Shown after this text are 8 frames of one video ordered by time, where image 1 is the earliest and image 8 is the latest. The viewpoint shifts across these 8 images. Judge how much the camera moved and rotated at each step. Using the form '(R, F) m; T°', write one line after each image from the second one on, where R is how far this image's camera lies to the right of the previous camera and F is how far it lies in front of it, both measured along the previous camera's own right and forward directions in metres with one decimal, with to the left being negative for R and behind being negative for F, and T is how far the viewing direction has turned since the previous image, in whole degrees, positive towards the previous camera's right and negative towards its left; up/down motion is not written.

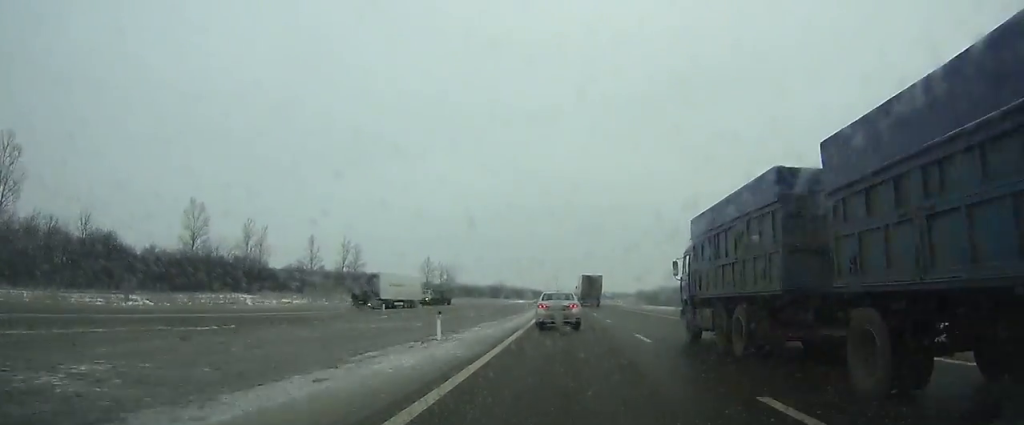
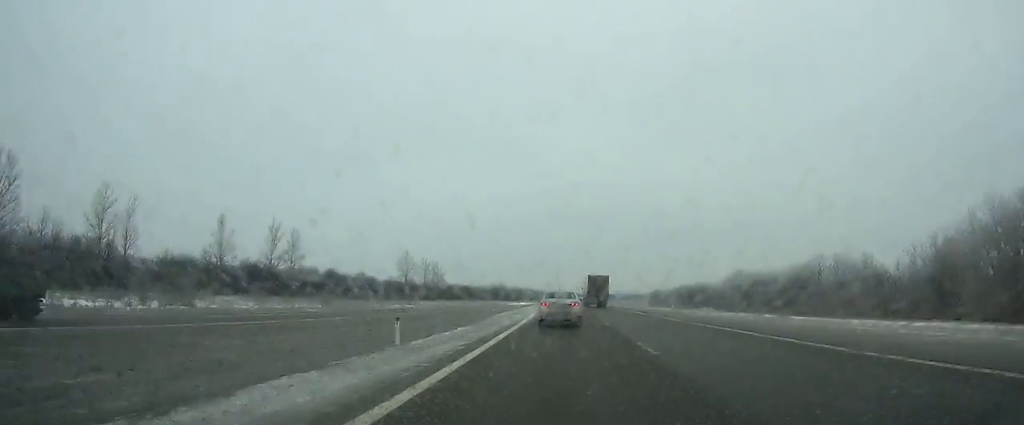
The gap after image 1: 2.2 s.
(-0.5, +55.2) m; 0°
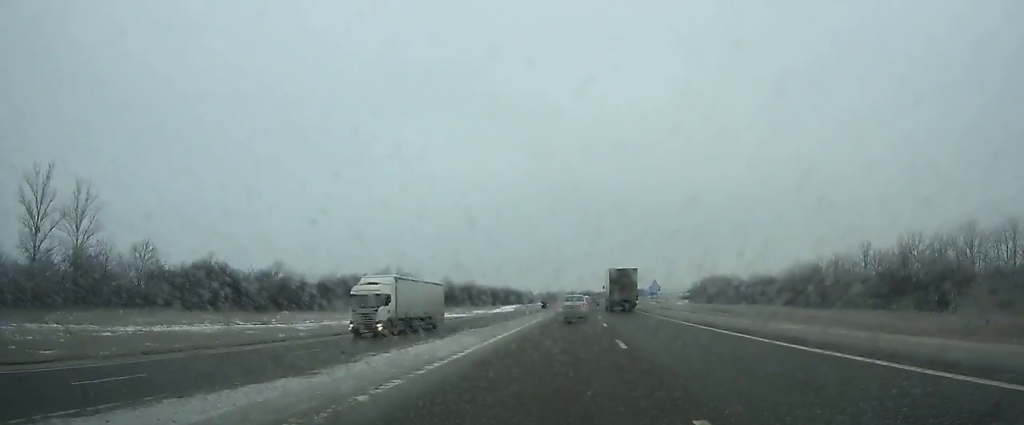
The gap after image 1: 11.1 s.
(+2.9, +233.5) m; +3°
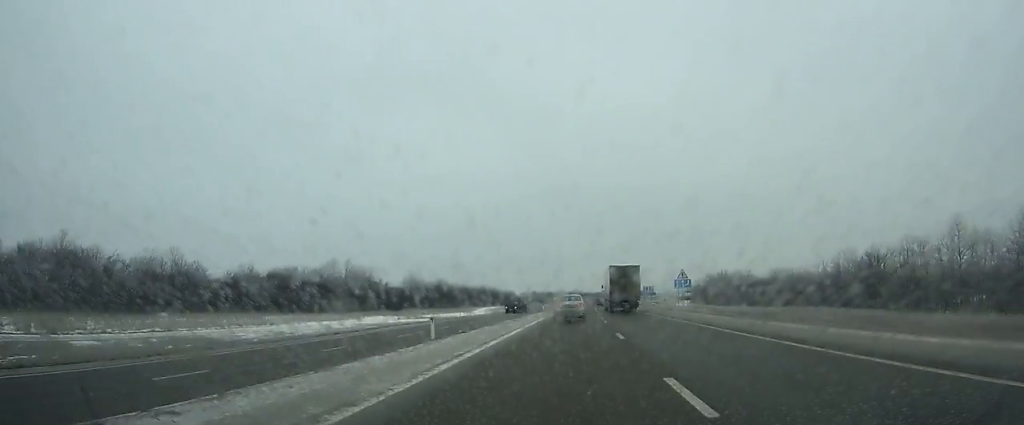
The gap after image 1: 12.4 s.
(+0.3, +33.9) m; +1°
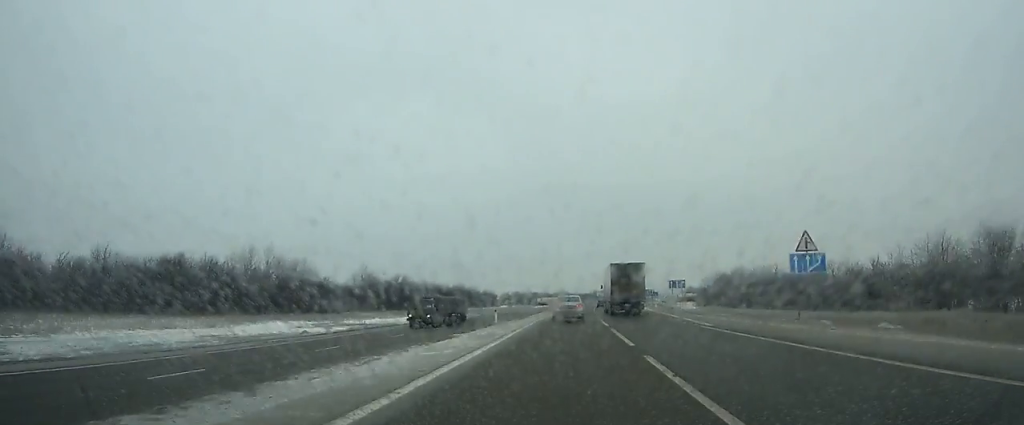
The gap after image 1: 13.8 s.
(+0.4, +36.5) m; +1°
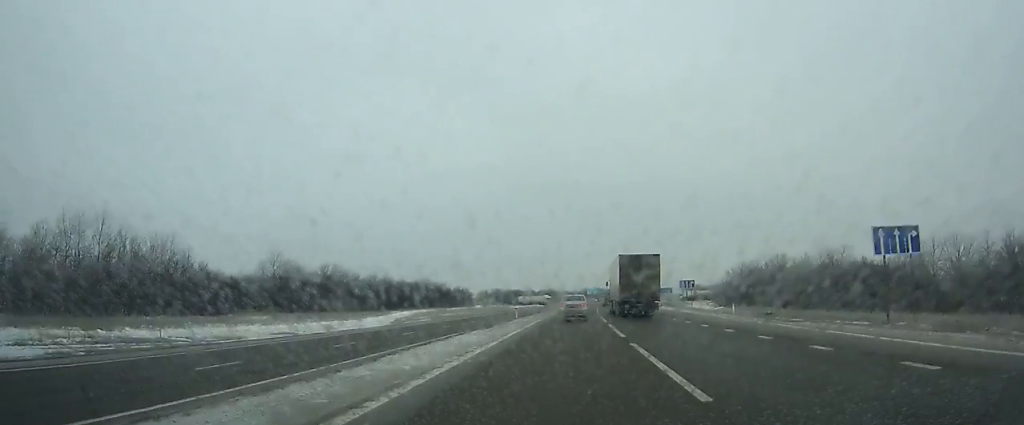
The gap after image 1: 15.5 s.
(+0.5, +44.5) m; +1°
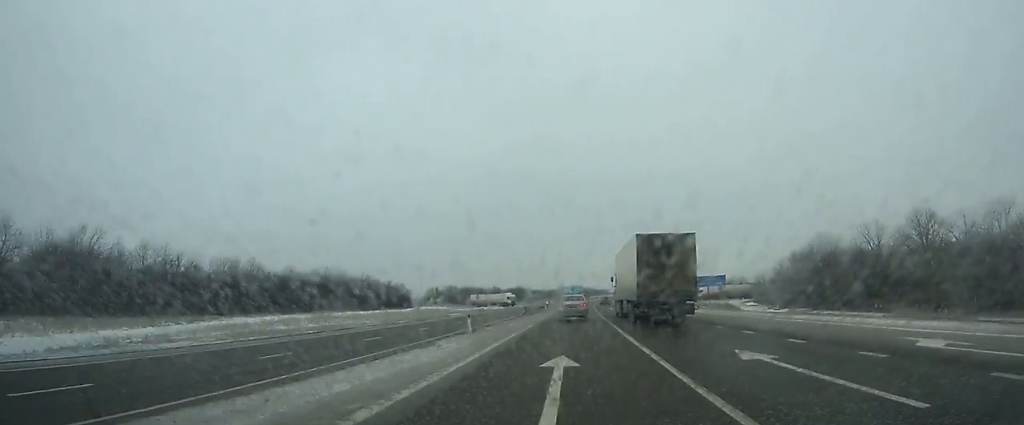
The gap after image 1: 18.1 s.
(+1.1, +68.2) m; +2°
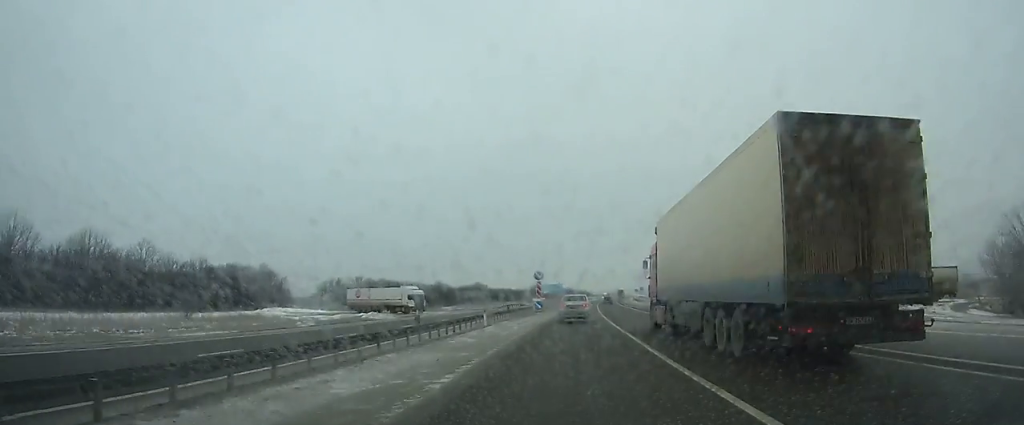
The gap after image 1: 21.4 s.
(+1.9, +87.0) m; +3°
